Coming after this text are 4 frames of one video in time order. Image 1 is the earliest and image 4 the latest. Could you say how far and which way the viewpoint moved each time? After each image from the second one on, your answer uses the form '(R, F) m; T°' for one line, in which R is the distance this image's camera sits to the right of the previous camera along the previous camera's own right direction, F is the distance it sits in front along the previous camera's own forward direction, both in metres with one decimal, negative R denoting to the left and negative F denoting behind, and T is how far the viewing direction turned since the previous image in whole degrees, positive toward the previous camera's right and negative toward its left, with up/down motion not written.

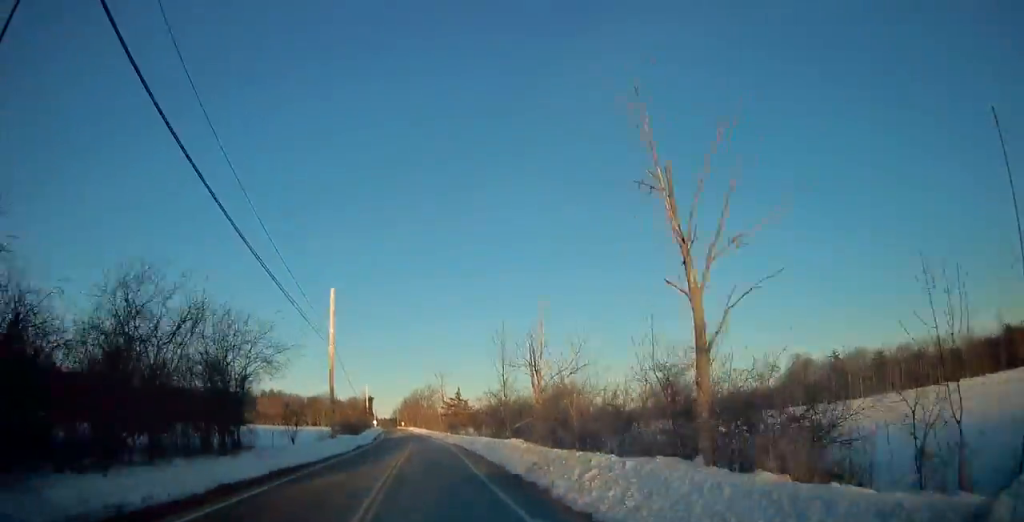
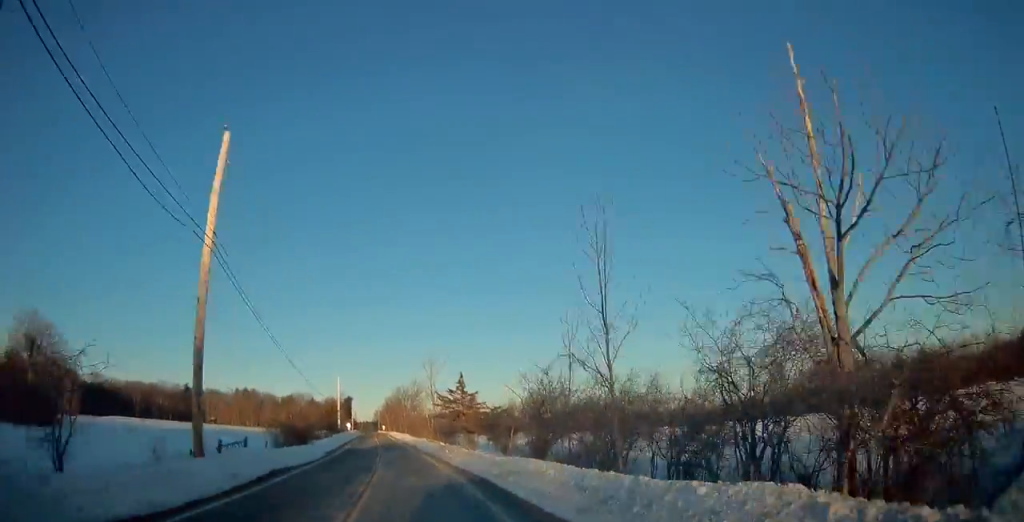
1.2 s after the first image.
(+1.0, +24.7) m; +2°
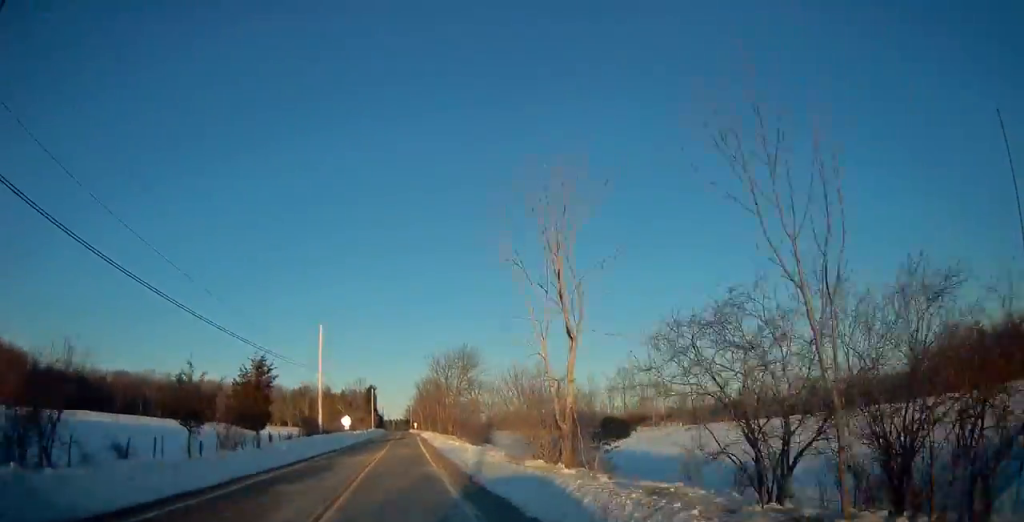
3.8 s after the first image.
(-0.6, +56.1) m; -2°
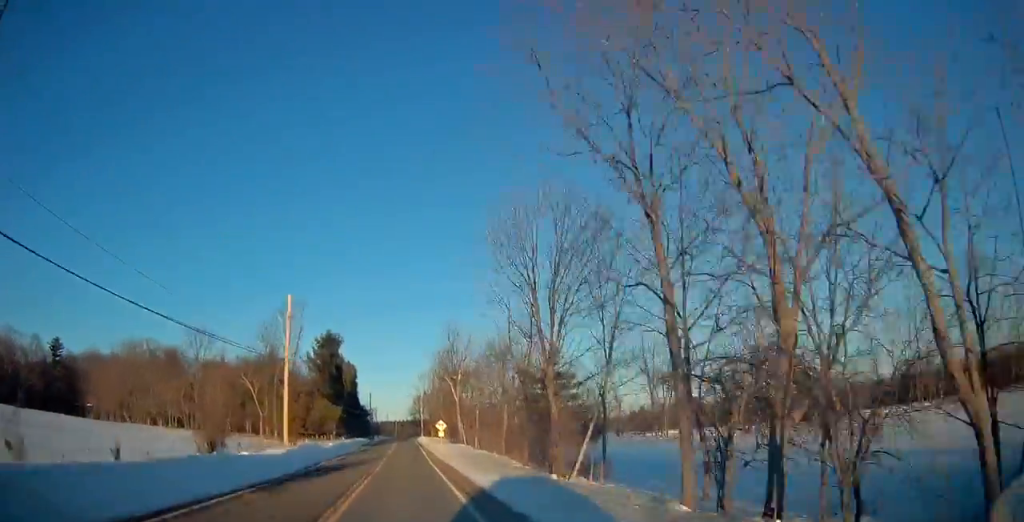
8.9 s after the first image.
(-1.7, +115.4) m; -1°
